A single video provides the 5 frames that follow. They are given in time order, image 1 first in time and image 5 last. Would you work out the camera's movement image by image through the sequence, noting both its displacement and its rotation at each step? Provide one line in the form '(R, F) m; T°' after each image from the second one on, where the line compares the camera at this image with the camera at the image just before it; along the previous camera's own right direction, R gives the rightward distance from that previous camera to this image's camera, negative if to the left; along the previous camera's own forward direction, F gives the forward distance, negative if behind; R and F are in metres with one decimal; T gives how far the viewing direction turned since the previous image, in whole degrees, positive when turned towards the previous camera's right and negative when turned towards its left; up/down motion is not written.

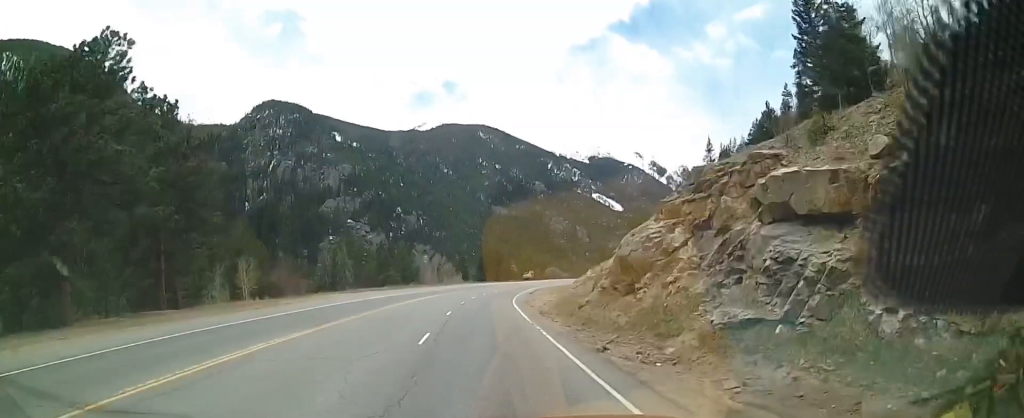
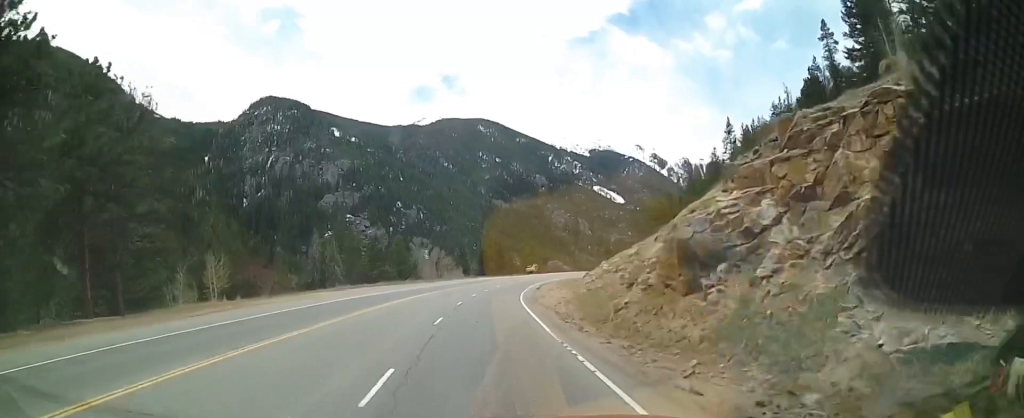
(+0.2, +8.2) m; 0°
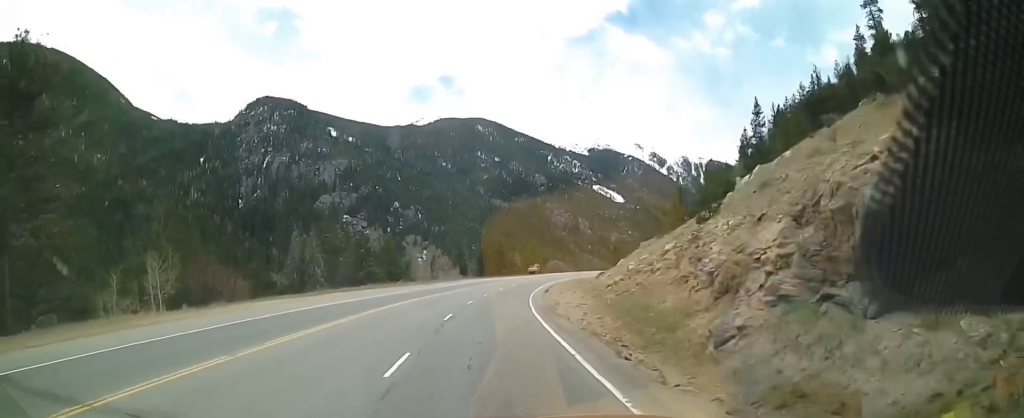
(+0.1, +10.0) m; 0°
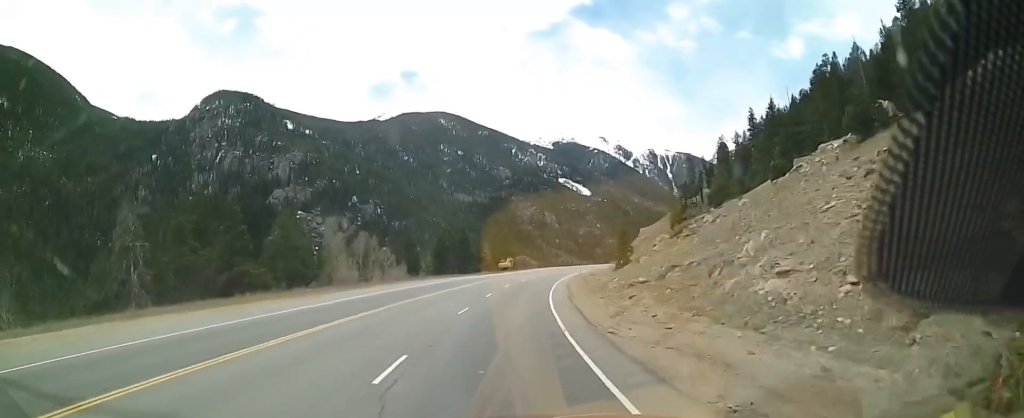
(+2.2, +37.0) m; +8°
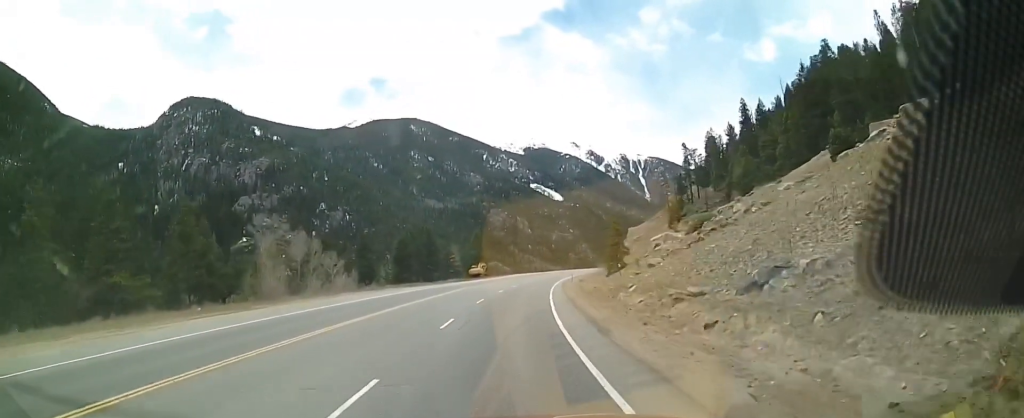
(+0.2, +16.1) m; 0°
